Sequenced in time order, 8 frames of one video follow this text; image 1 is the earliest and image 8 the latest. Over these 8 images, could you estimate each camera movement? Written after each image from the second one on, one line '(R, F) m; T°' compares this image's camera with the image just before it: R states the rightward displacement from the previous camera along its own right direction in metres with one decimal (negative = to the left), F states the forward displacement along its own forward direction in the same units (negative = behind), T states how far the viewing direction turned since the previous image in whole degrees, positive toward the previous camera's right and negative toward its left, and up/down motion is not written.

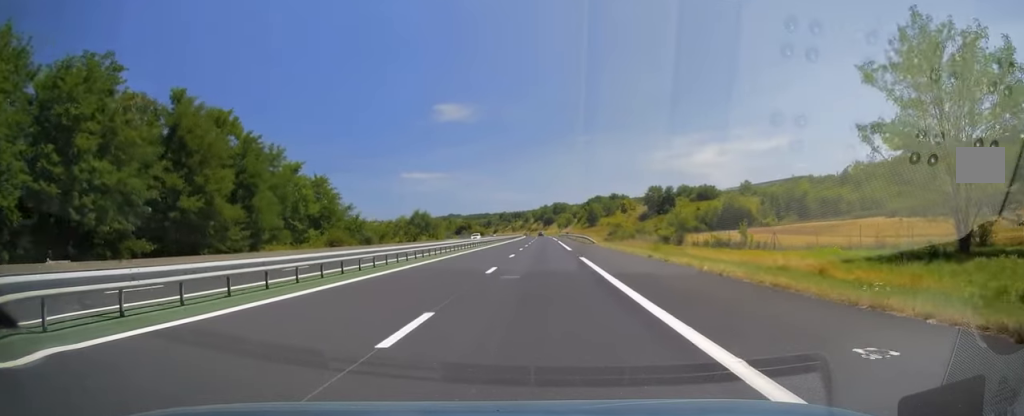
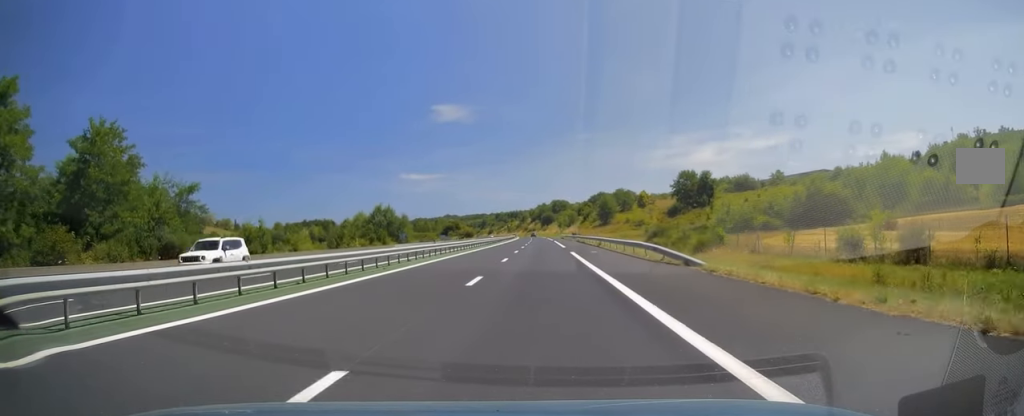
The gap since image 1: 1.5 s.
(+0.4, +43.3) m; +1°
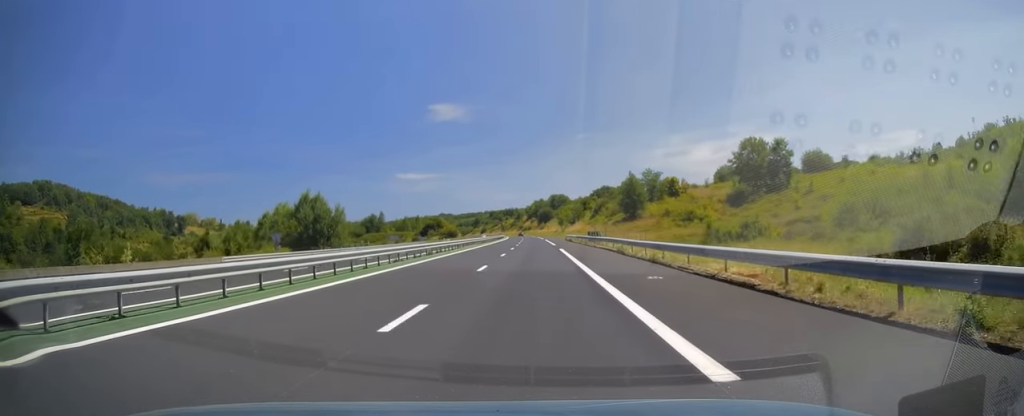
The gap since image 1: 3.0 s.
(+0.1, +46.2) m; 0°
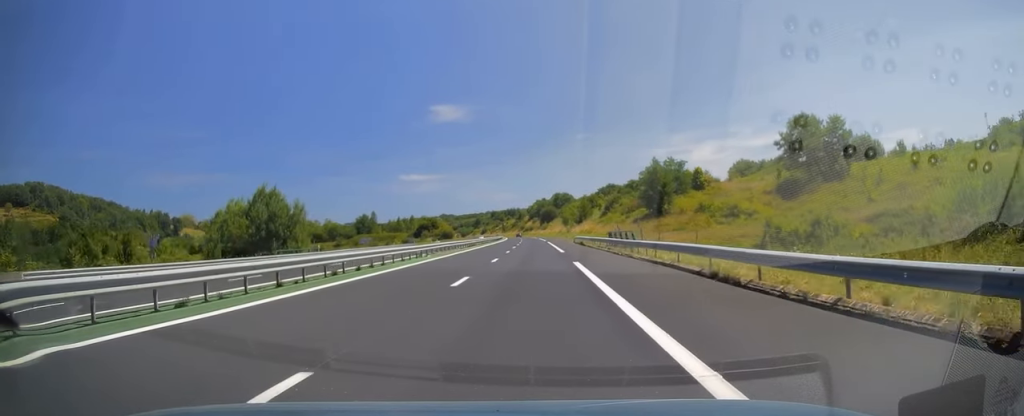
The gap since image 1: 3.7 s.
(-0.1, +18.7) m; 0°
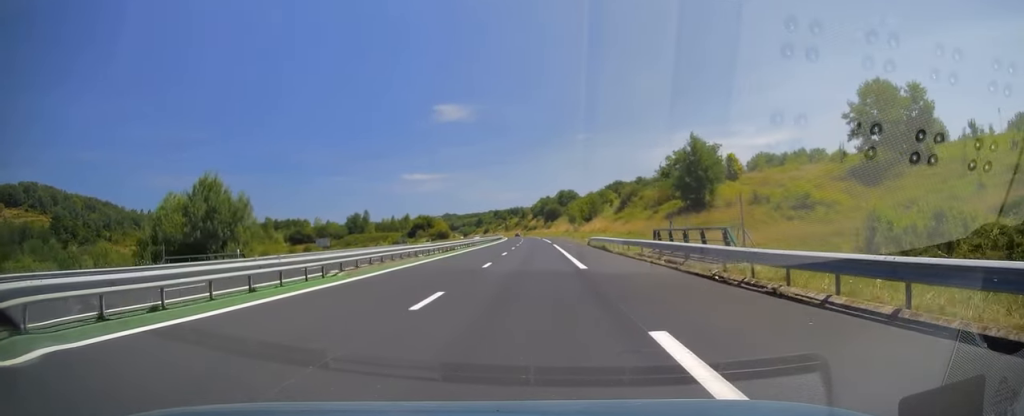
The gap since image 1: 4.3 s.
(0.0, +17.7) m; 0°
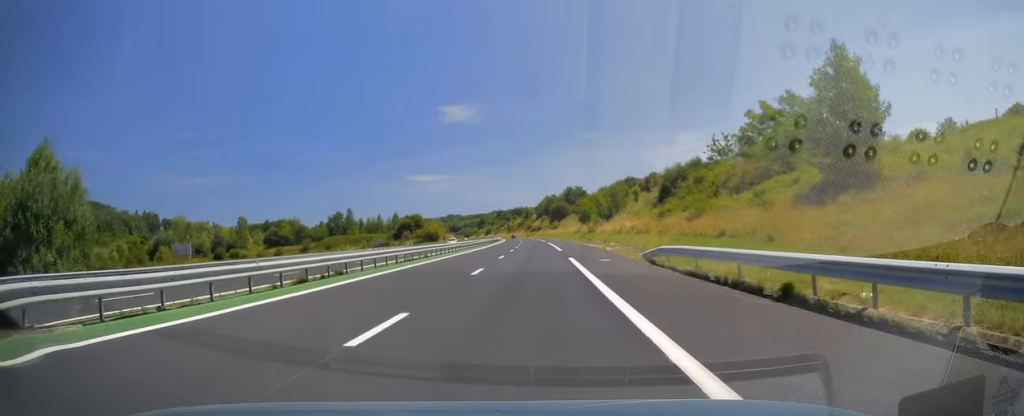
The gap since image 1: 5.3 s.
(0.0, +29.5) m; 0°
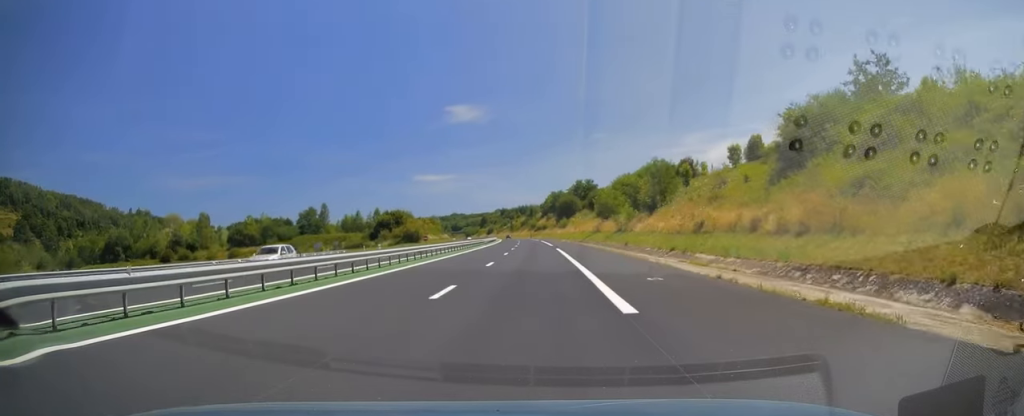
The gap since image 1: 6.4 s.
(0.0, +33.4) m; -1°
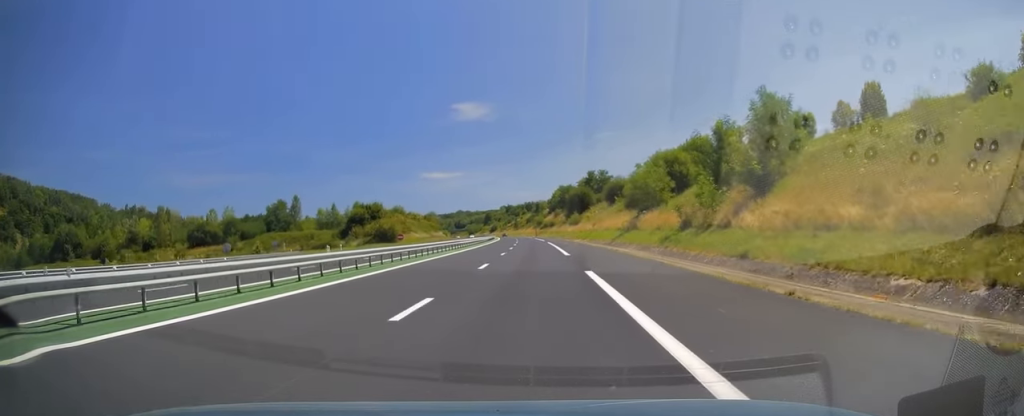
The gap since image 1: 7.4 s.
(-0.5, +29.4) m; 0°
